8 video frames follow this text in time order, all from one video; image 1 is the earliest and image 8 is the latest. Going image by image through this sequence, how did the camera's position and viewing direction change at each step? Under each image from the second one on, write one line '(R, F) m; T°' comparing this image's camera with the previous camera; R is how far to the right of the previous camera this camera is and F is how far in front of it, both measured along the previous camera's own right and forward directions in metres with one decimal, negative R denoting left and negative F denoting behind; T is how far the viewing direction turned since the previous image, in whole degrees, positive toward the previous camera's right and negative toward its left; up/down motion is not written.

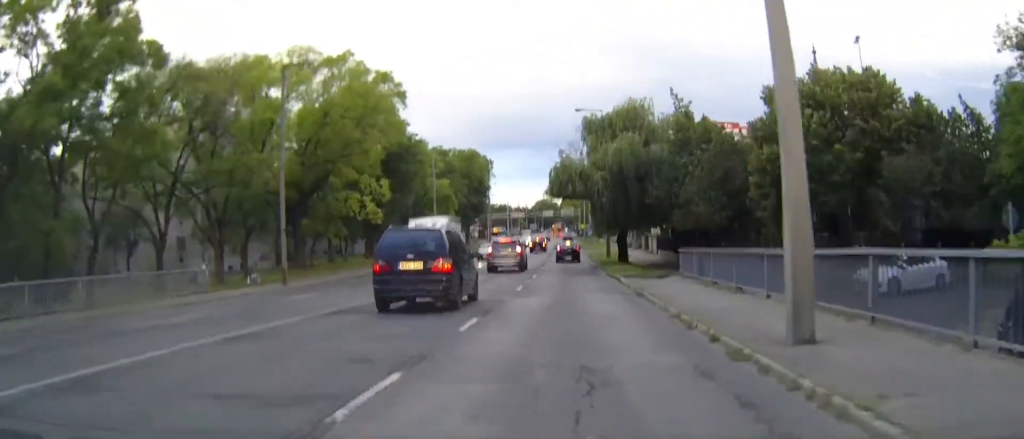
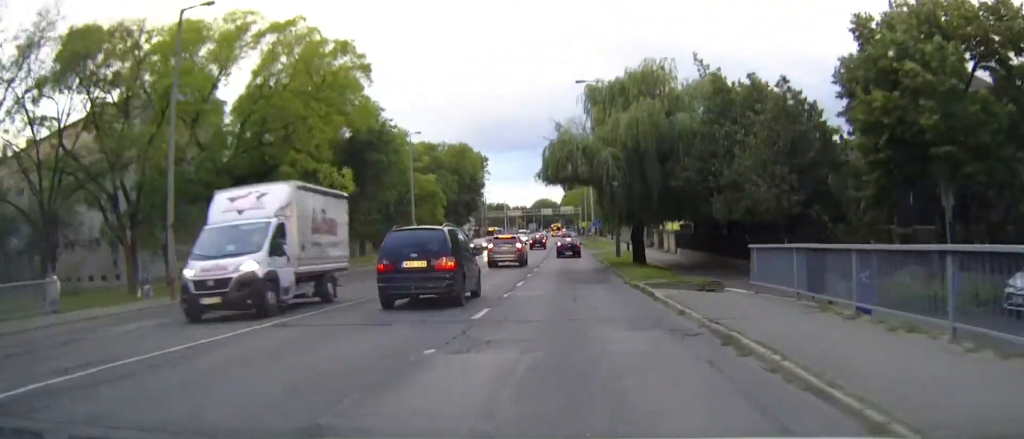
(0.0, +10.4) m; 0°
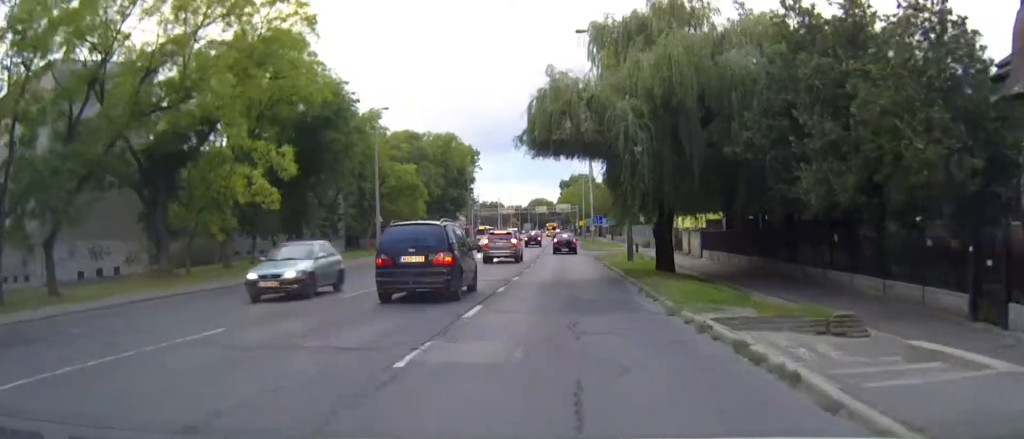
(0.0, +11.3) m; 0°
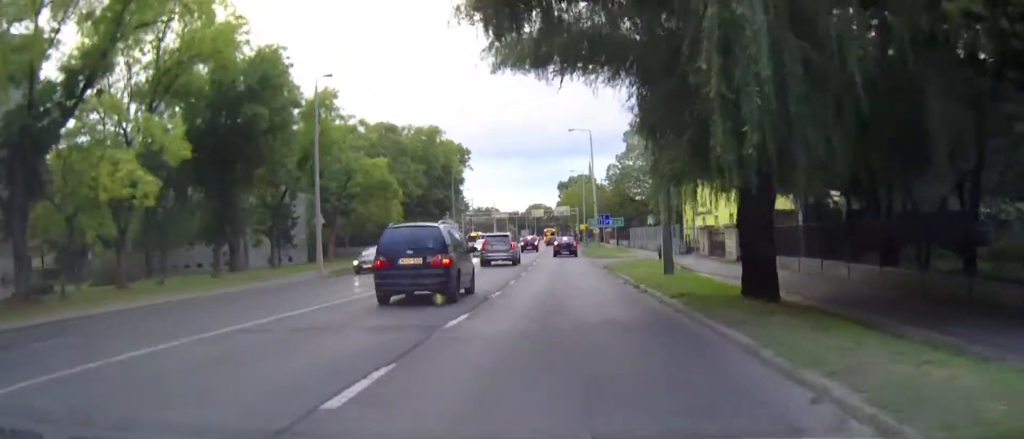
(0.0, +13.1) m; 0°
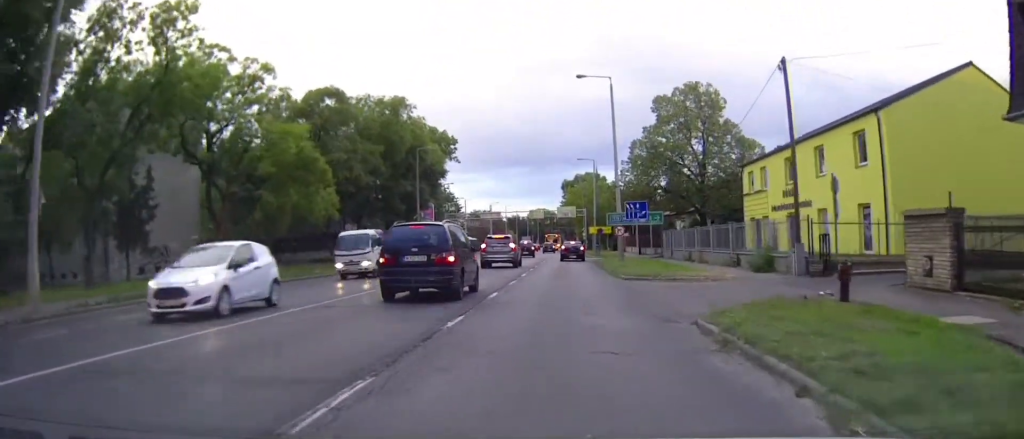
(0.0, +25.0) m; 0°
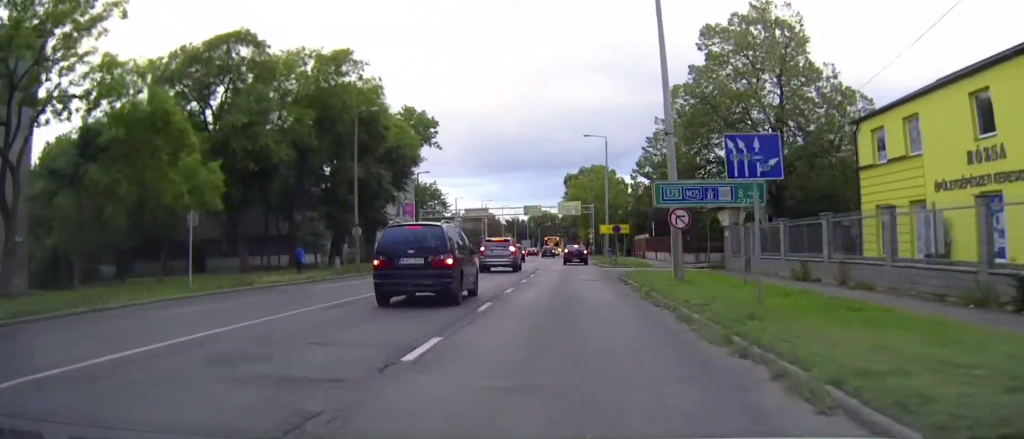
(0.0, +21.4) m; 0°
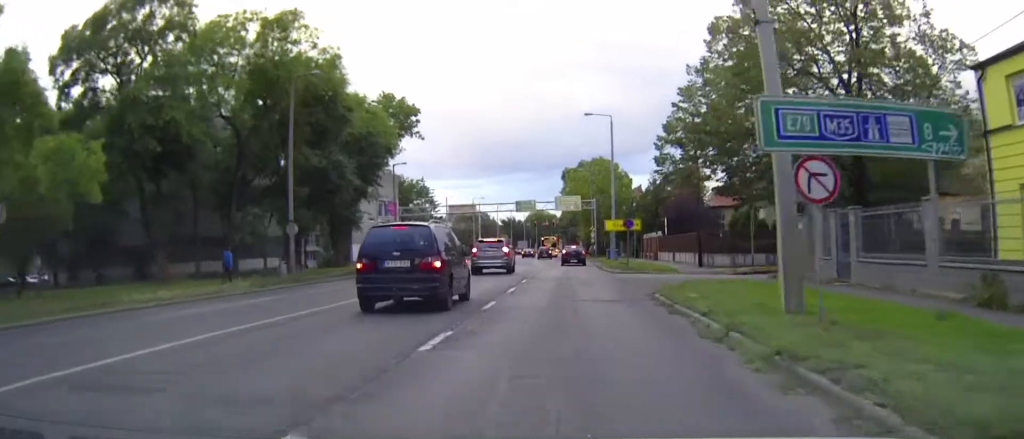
(0.0, +11.3) m; 0°
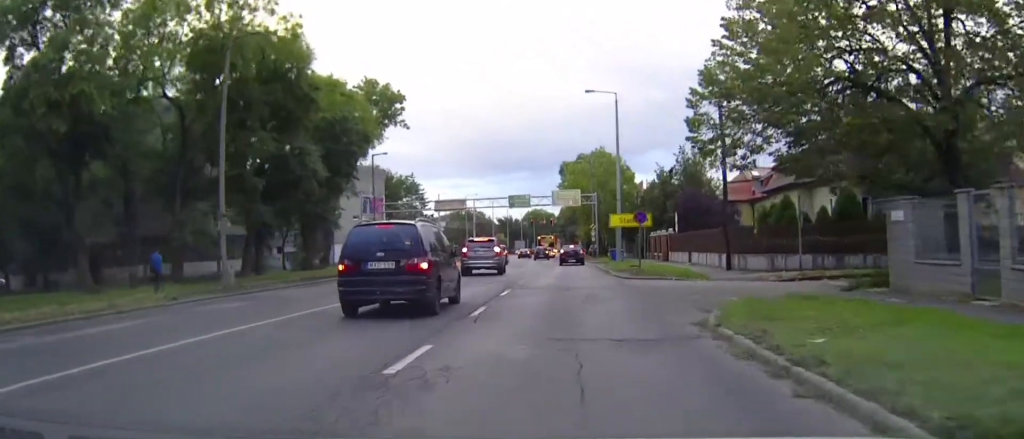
(0.0, +7.8) m; 0°
